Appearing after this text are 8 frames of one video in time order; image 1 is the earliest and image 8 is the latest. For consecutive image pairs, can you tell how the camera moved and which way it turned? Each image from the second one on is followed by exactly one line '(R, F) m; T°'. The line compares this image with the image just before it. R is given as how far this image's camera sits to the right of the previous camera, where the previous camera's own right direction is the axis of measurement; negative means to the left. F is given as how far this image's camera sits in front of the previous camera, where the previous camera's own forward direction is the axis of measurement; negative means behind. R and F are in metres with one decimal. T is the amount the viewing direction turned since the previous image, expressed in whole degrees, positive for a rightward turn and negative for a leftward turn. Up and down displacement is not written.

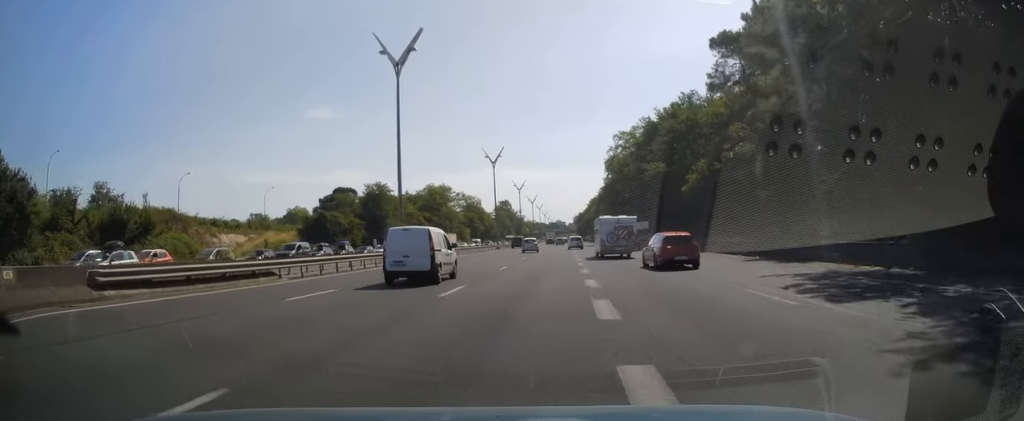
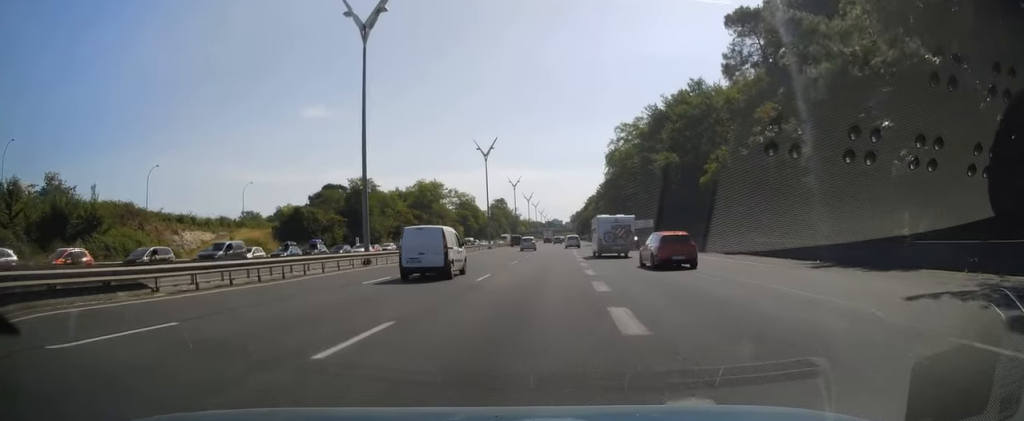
(-0.2, +7.8) m; 0°
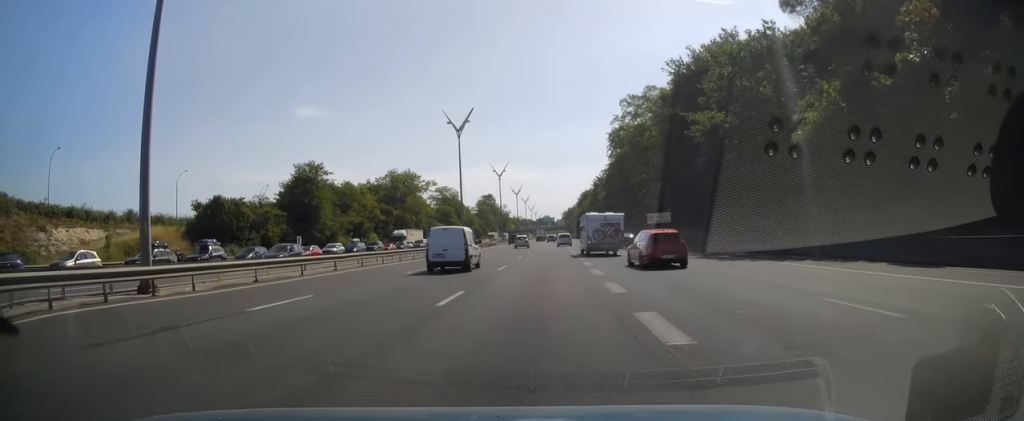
(+0.5, +20.2) m; +1°
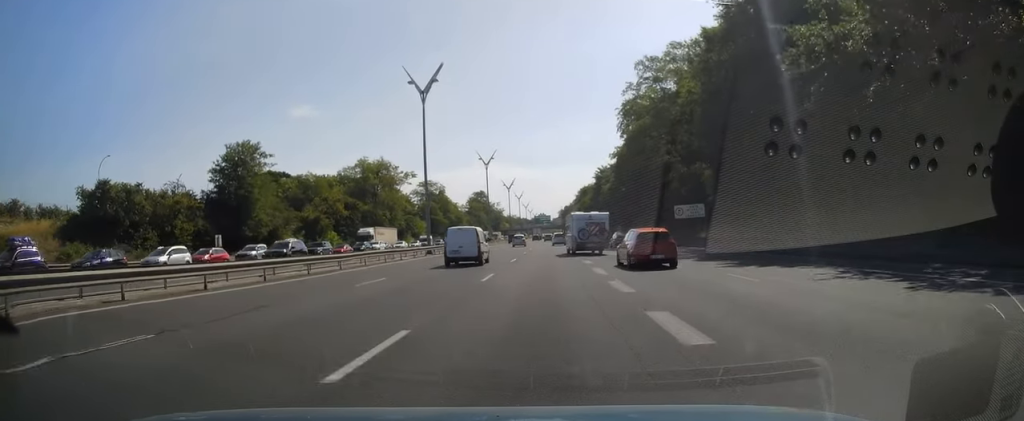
(0.0, +19.4) m; 0°
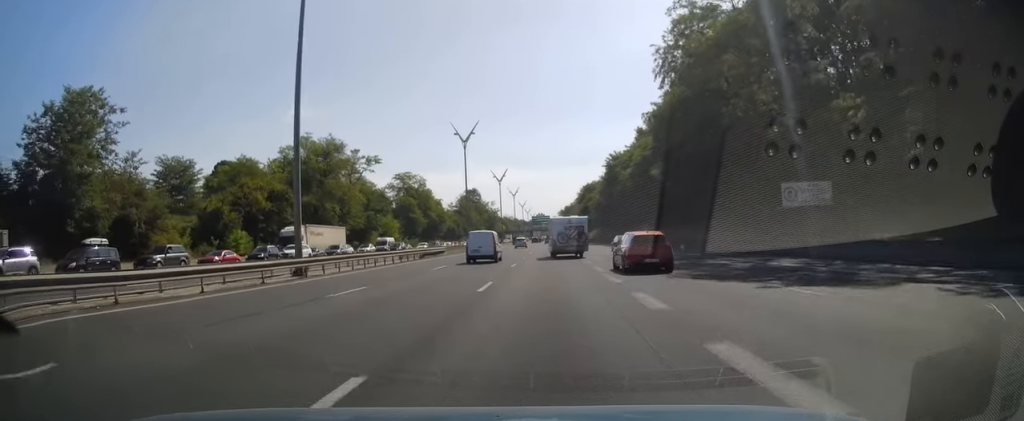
(0.0, +28.6) m; 0°
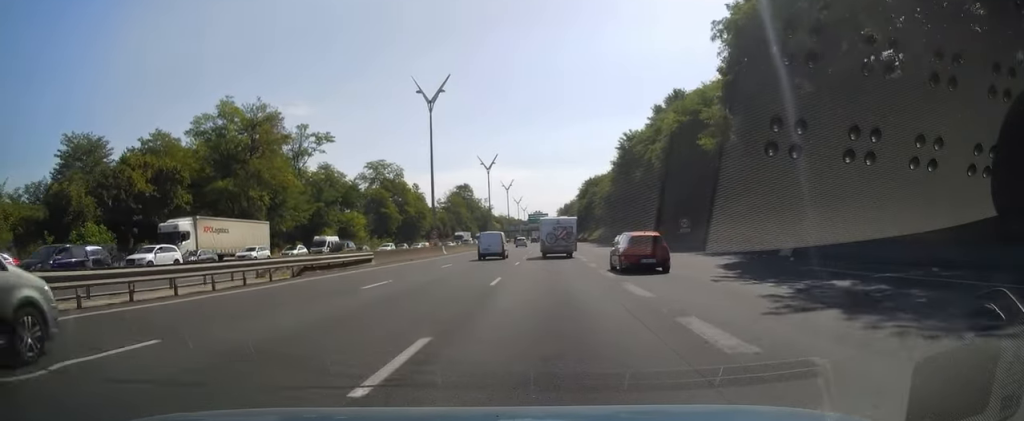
(0.0, +23.5) m; +1°
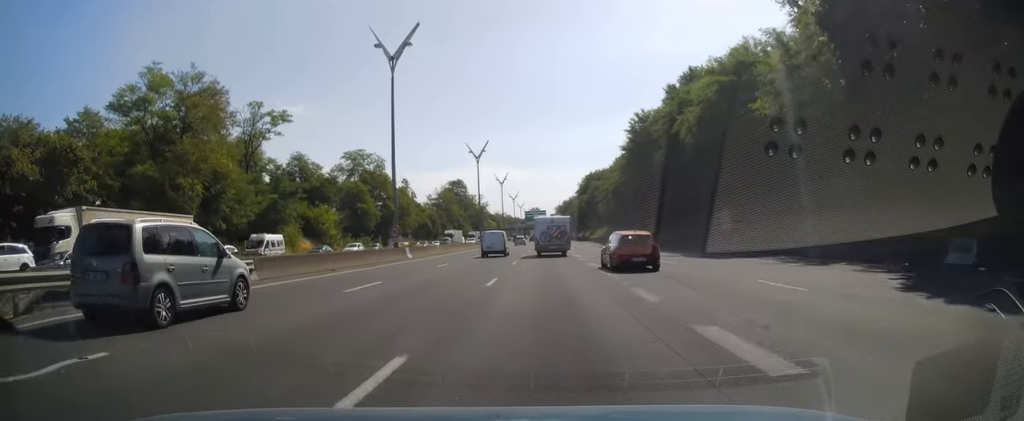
(+0.2, +13.9) m; 0°
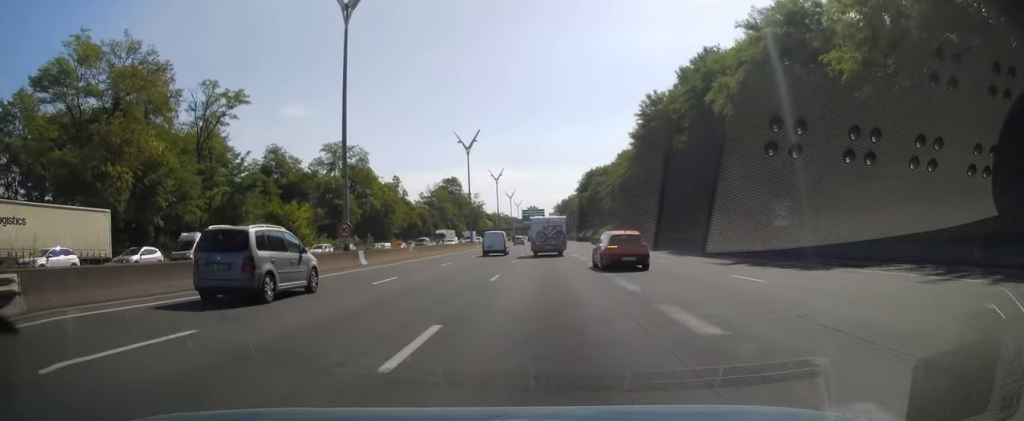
(+0.2, +10.5) m; 0°
